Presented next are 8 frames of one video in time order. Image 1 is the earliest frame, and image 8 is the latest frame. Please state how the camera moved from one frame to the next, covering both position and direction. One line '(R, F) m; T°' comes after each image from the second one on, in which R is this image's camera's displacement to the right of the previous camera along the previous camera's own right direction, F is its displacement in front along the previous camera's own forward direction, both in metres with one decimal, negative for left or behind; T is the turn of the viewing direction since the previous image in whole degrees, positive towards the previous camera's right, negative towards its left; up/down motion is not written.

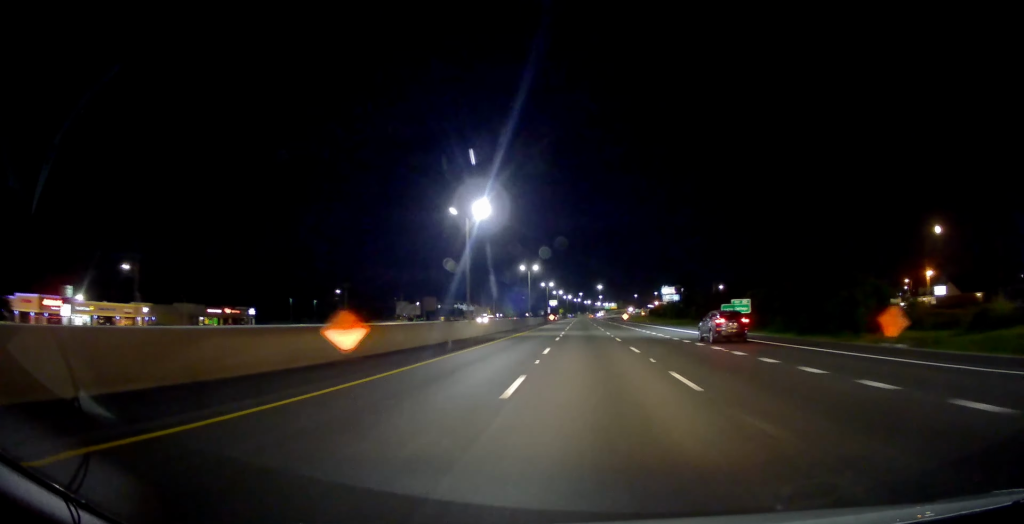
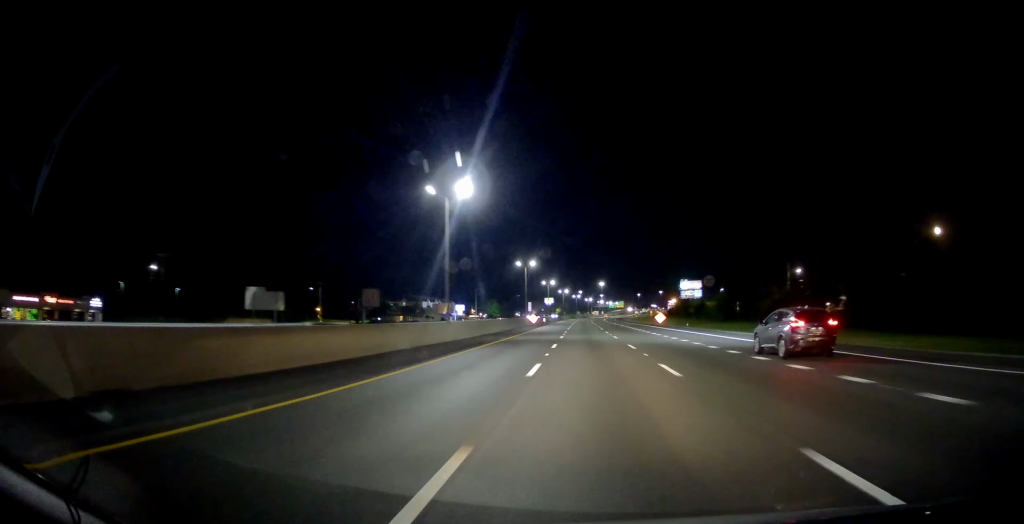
(0.0, +68.9) m; -1°
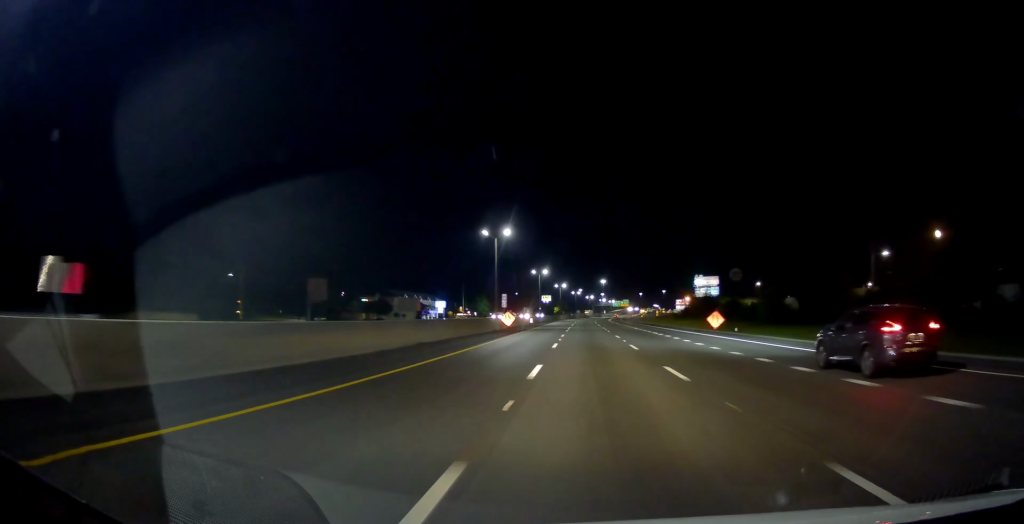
(-0.3, +38.3) m; +1°
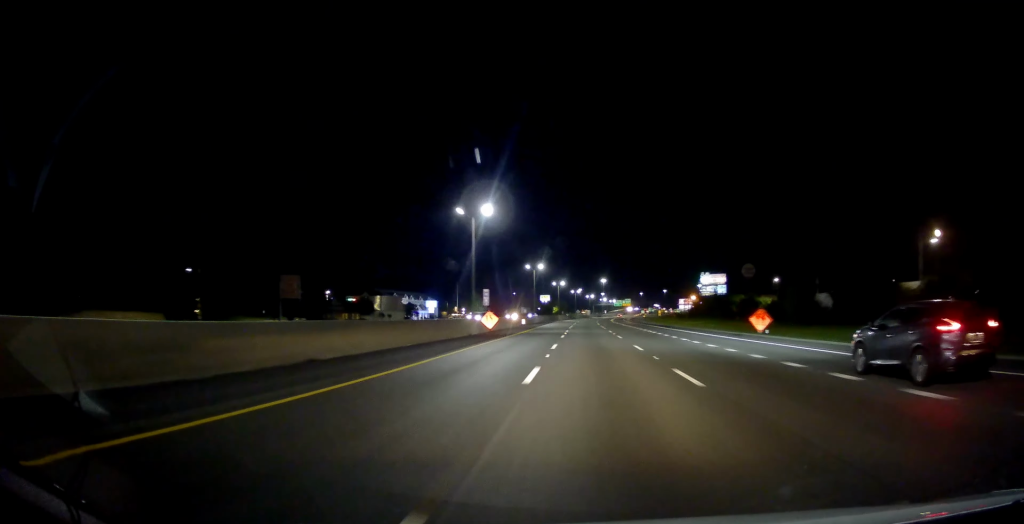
(+0.2, +13.9) m; 0°
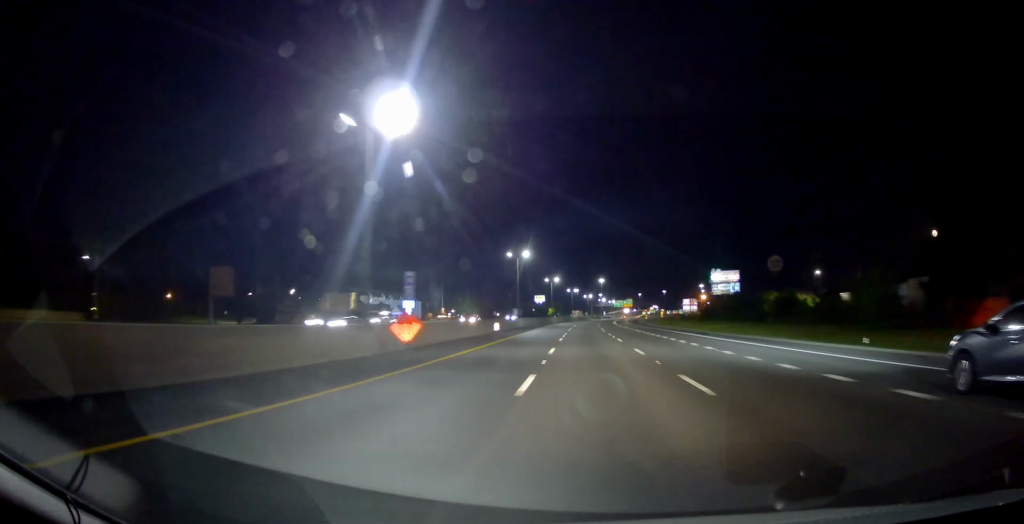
(+0.6, +25.7) m; 0°
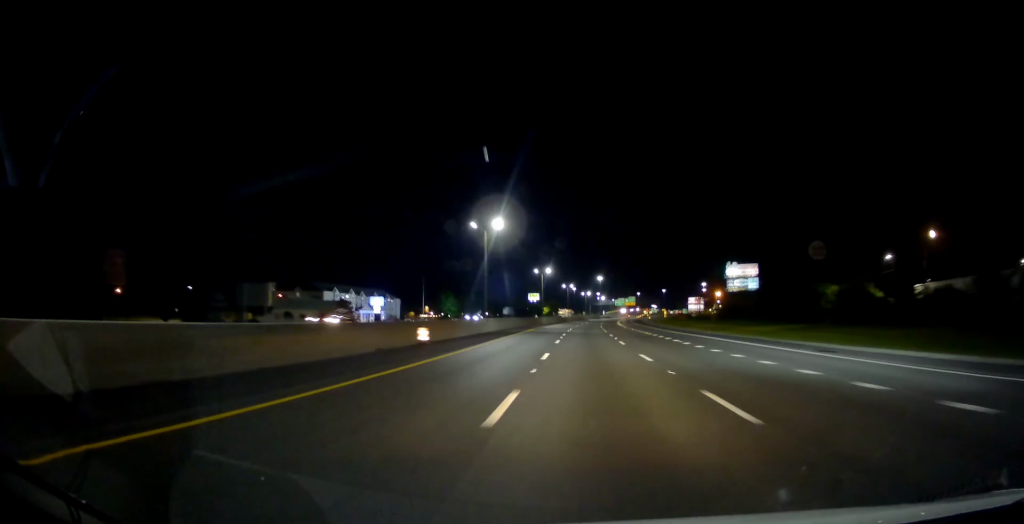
(-0.8, +27.7) m; -1°
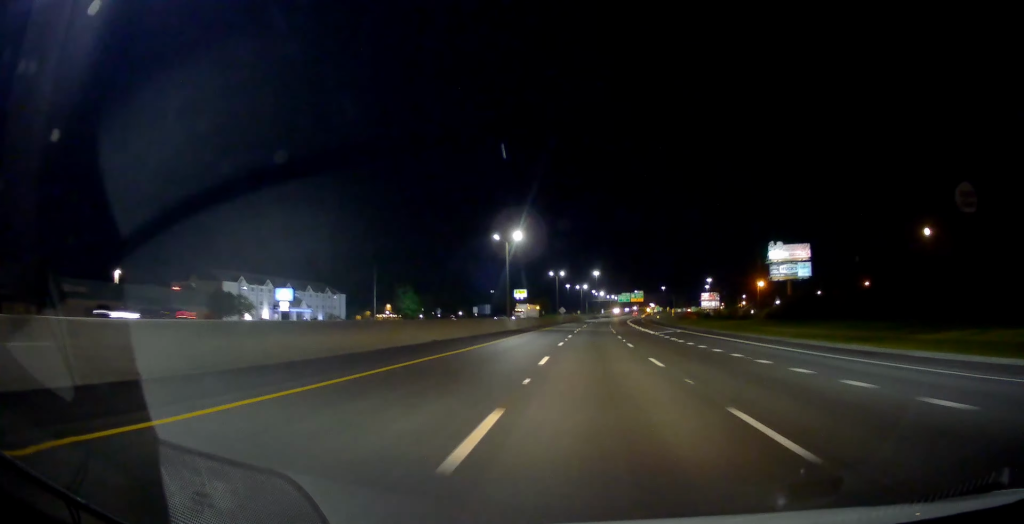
(+0.3, +51.0) m; 0°
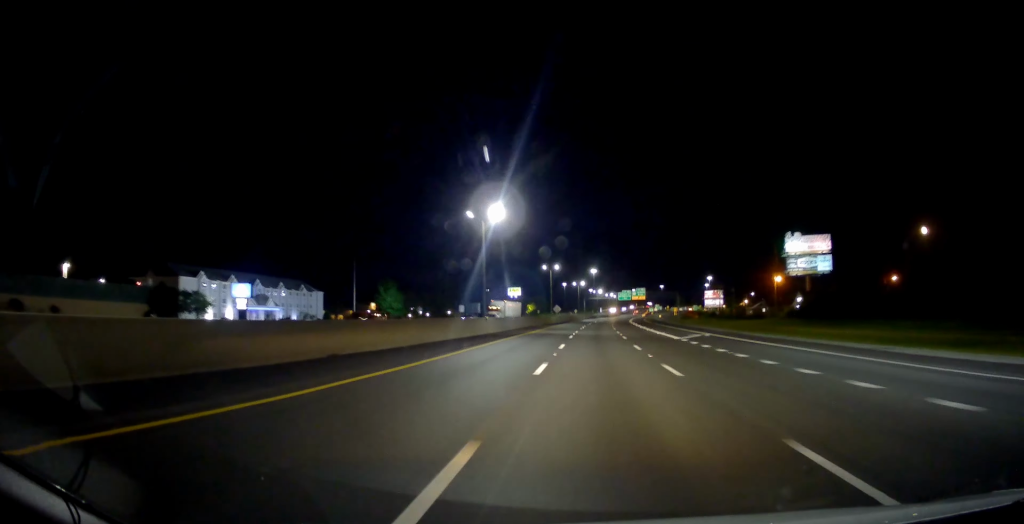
(-0.3, +14.9) m; 0°
